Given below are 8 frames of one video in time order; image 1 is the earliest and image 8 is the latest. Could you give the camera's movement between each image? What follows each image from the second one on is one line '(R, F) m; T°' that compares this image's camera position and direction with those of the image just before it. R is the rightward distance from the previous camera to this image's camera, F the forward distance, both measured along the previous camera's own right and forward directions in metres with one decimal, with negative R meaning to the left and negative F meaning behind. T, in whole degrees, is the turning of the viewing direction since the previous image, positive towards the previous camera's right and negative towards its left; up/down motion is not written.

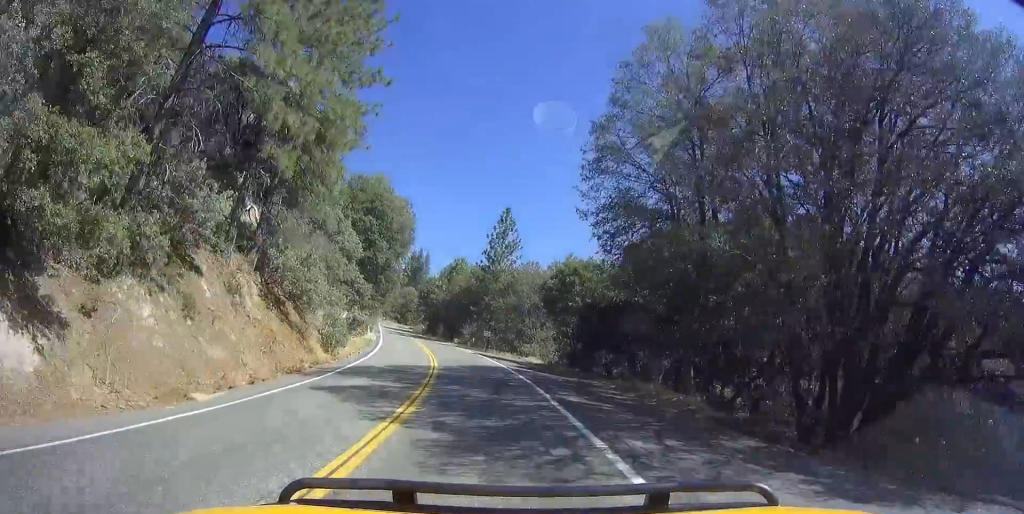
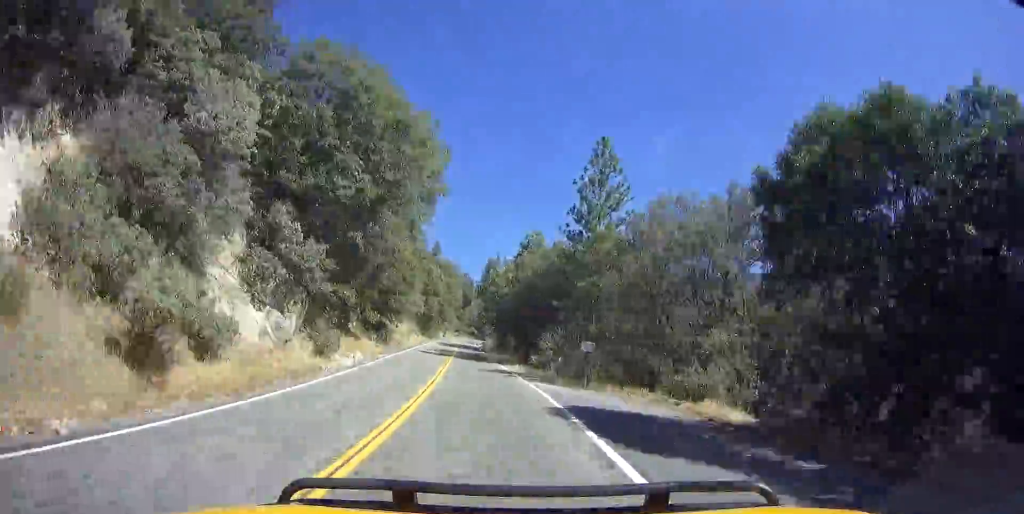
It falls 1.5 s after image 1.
(-1.0, +28.6) m; -6°
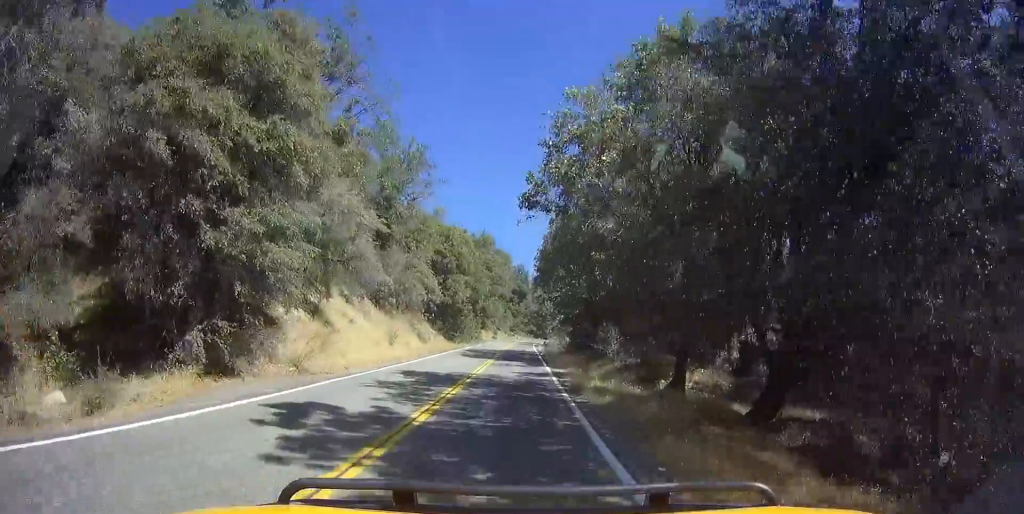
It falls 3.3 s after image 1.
(-2.8, +33.8) m; -5°
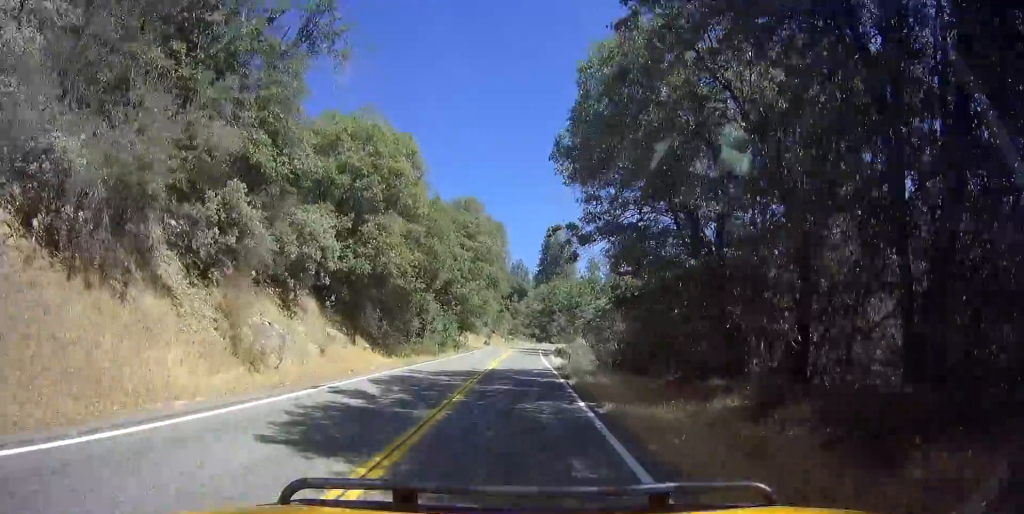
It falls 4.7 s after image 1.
(+0.4, +26.9) m; -3°
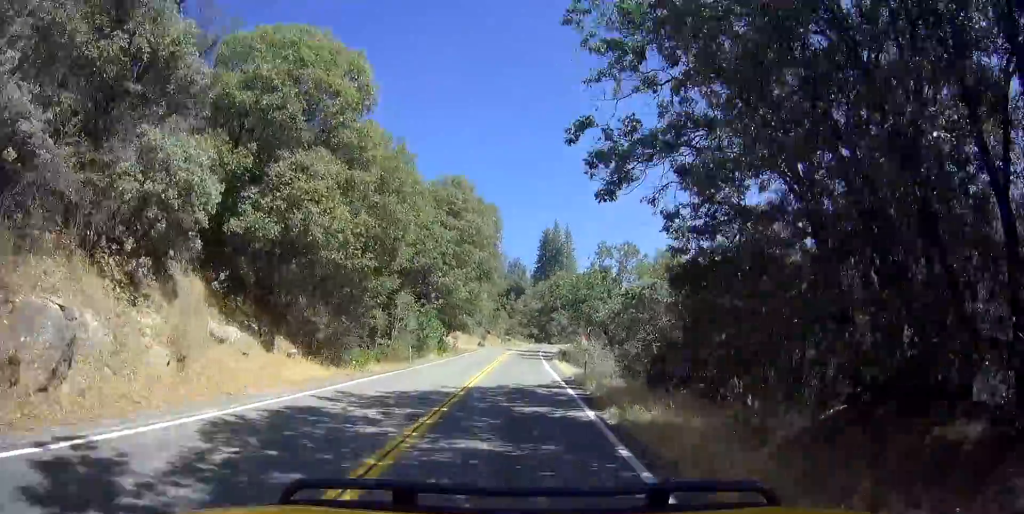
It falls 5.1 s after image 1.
(-0.5, +9.3) m; -1°
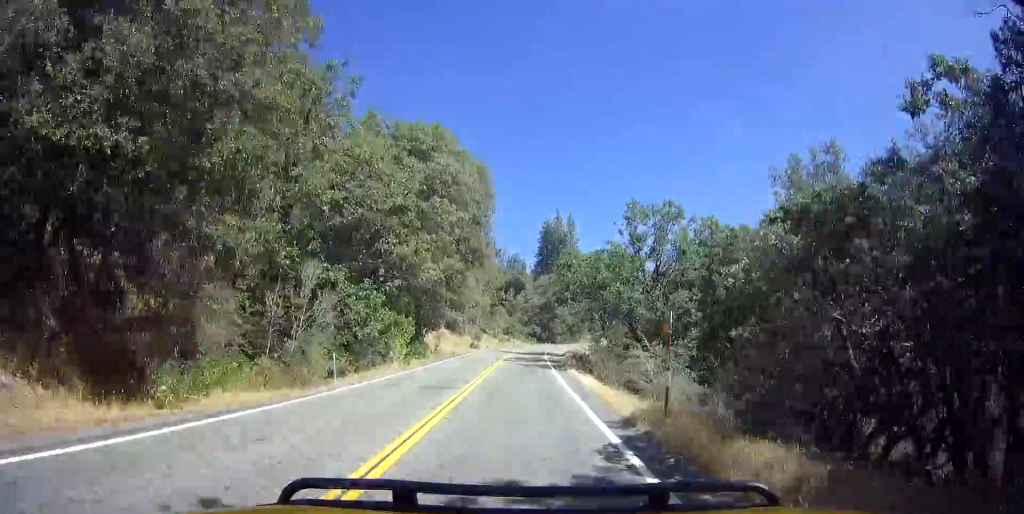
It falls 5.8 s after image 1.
(-0.7, +13.3) m; -1°
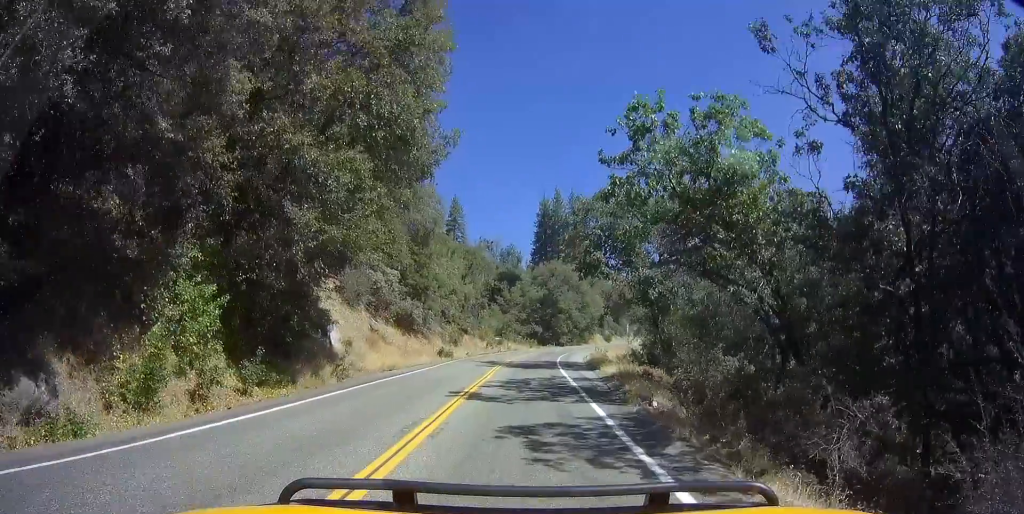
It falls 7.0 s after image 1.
(+1.4, +25.0) m; +8°
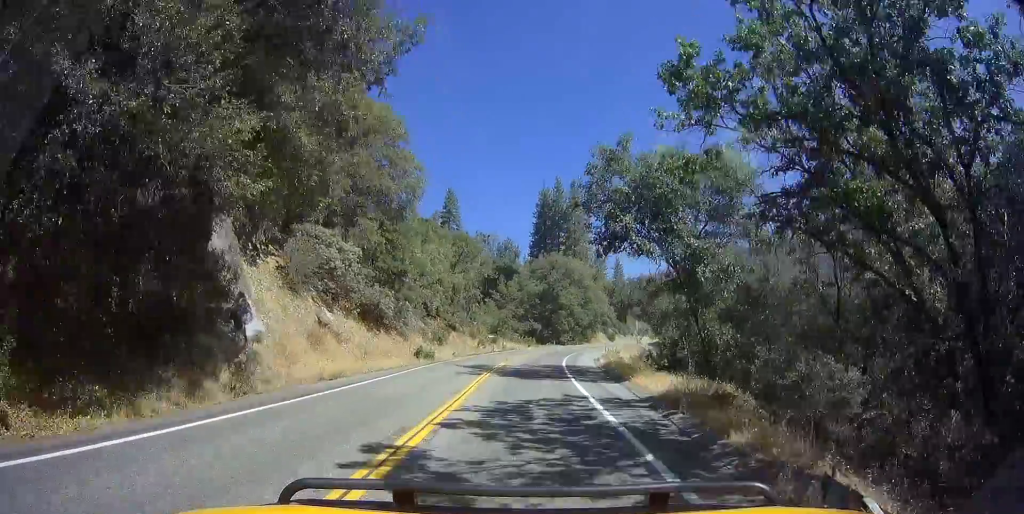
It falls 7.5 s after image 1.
(-0.1, +8.7) m; +6°
